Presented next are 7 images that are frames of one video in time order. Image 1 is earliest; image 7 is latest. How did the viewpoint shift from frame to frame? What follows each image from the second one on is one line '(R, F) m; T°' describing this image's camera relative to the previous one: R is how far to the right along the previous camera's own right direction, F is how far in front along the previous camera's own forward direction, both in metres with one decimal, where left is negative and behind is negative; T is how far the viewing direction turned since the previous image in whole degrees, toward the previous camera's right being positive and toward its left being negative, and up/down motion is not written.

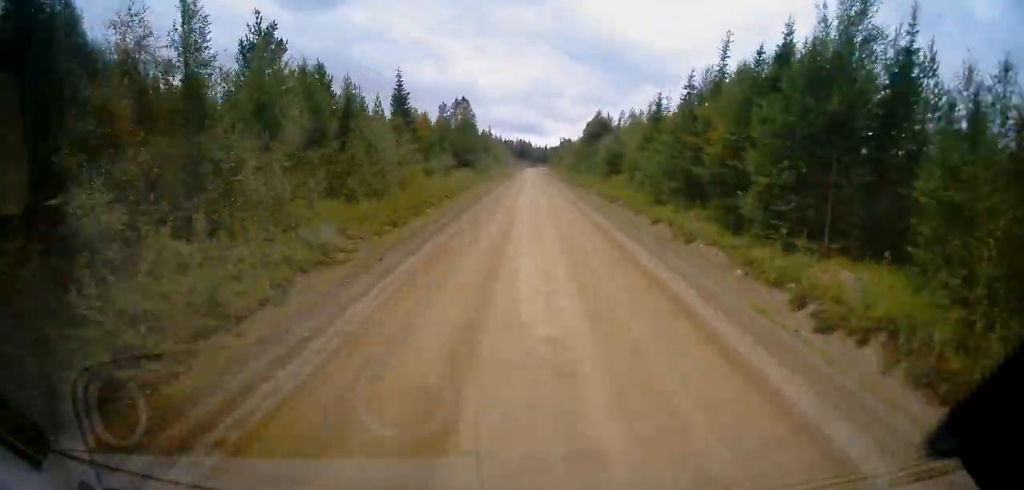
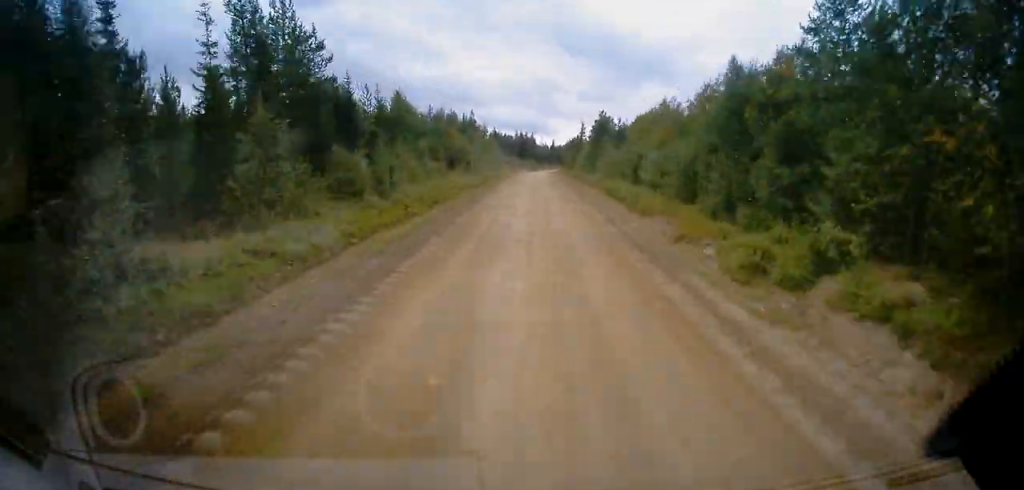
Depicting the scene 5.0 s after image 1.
(-0.3, +70.6) m; +1°
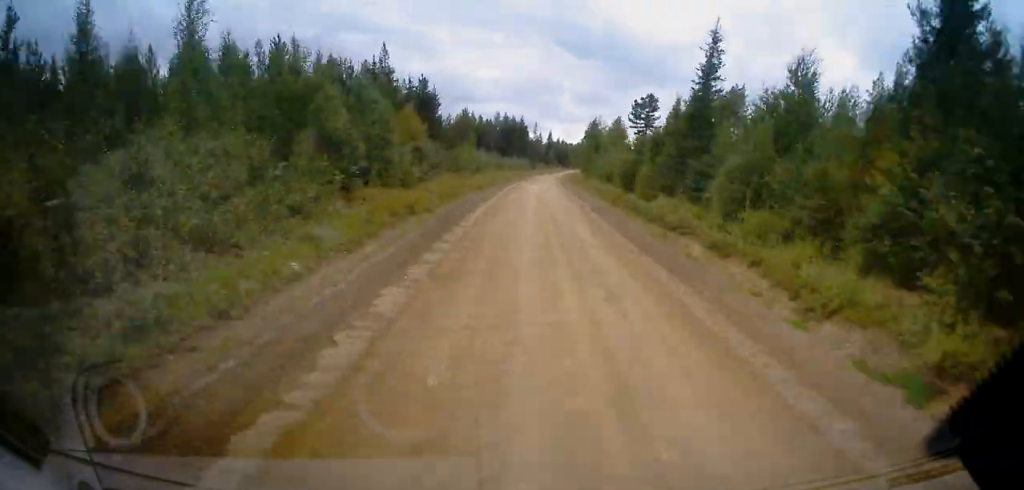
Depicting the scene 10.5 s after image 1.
(+2.1, +81.0) m; +2°
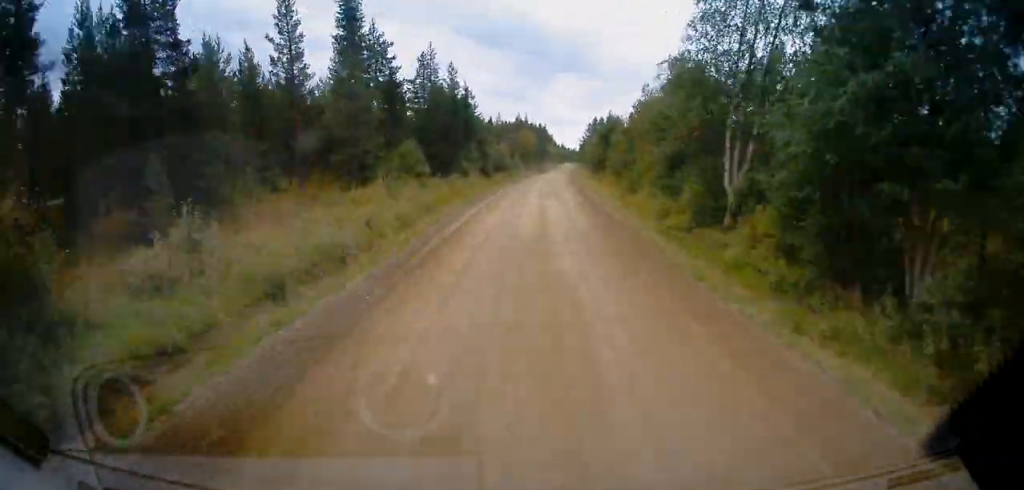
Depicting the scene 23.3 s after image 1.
(+8.2, +188.9) m; +7°
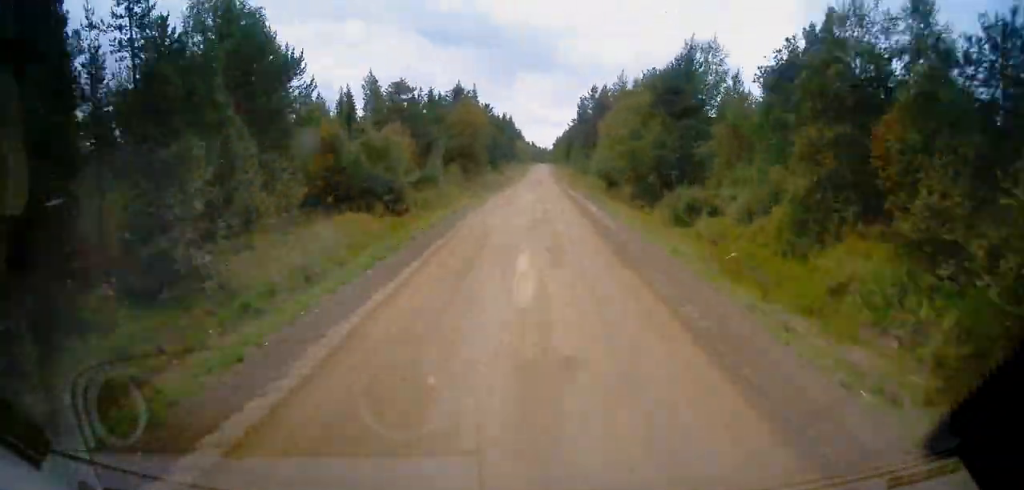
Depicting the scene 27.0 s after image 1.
(+1.2, +53.6) m; +2°
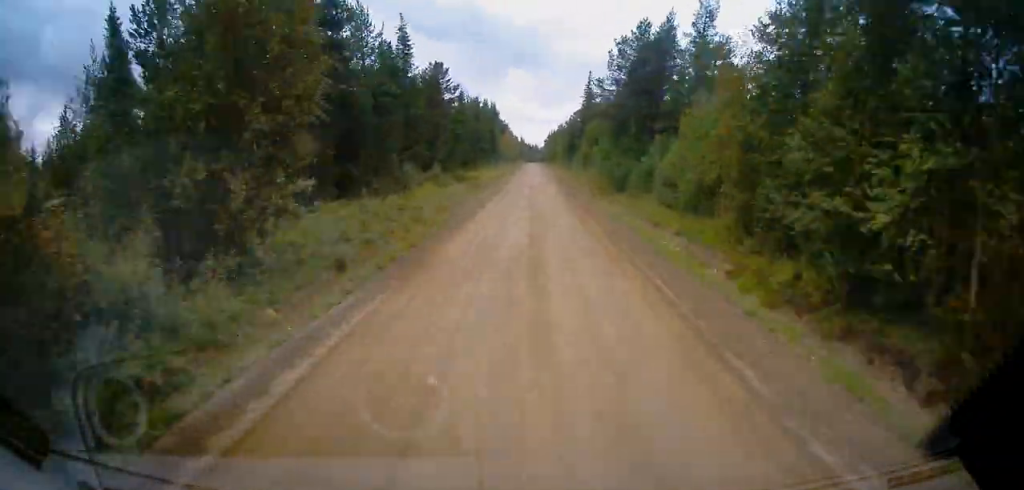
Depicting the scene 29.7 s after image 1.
(+0.3, +38.0) m; +1°
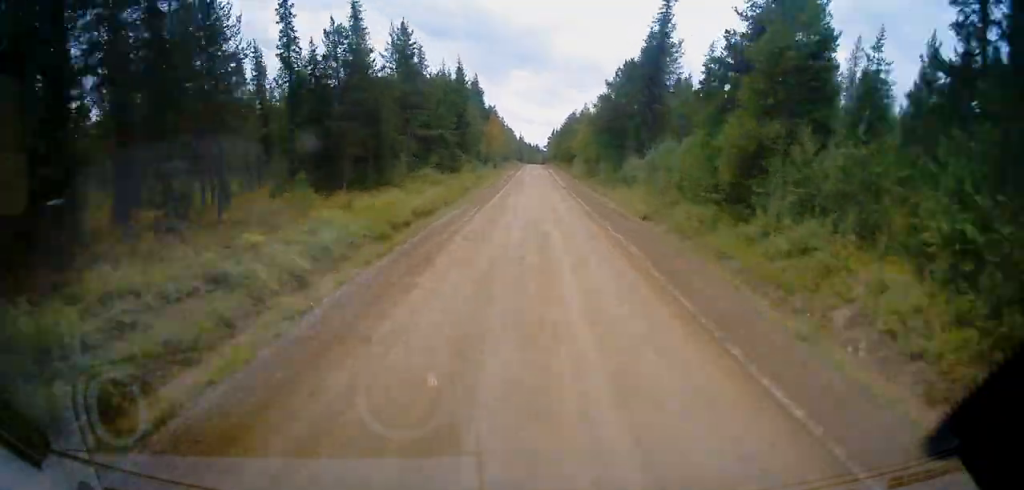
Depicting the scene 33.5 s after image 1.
(+0.2, +52.0) m; 0°
